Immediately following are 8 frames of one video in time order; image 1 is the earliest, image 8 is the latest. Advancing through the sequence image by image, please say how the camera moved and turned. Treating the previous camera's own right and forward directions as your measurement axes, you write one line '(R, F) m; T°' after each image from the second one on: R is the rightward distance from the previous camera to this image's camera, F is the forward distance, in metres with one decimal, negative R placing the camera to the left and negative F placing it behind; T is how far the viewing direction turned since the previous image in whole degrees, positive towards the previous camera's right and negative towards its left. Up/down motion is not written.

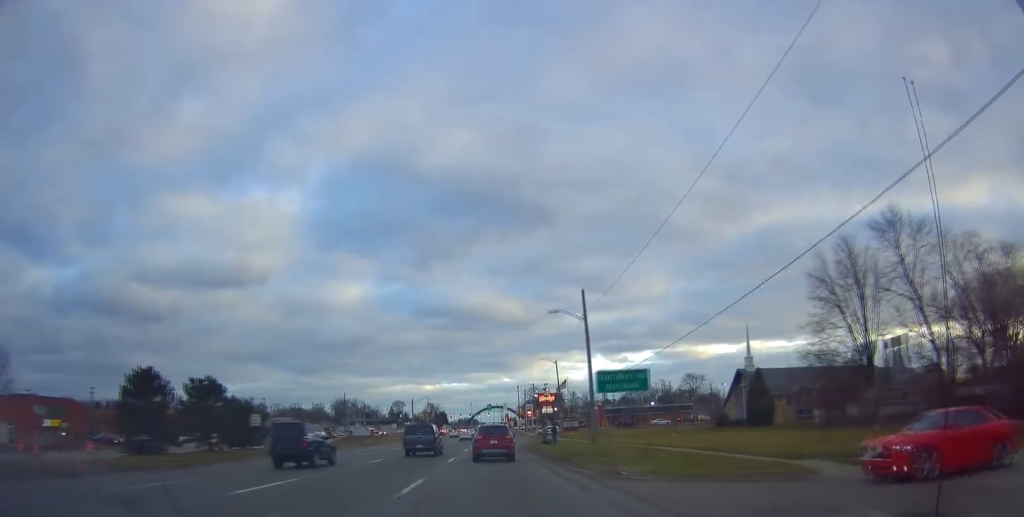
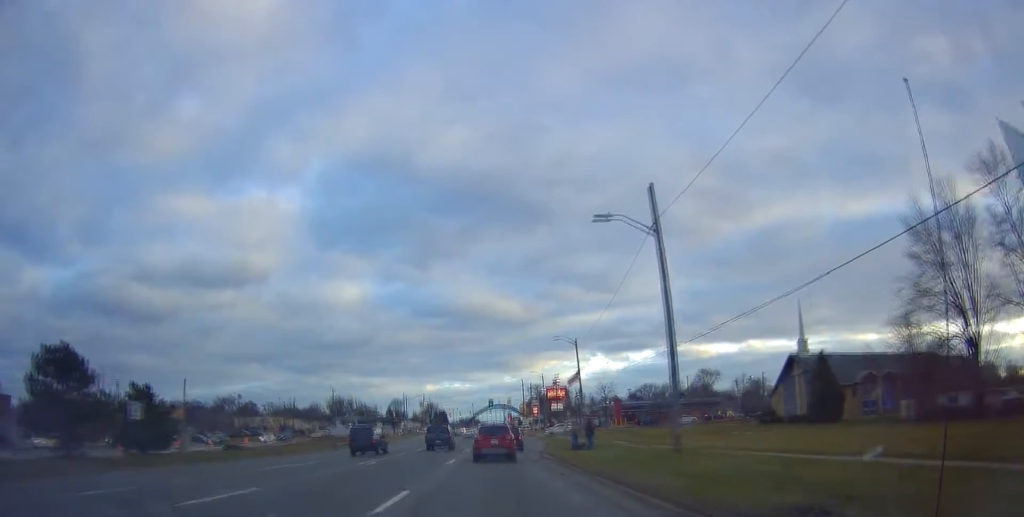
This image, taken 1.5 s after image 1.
(+1.1, +17.7) m; +4°
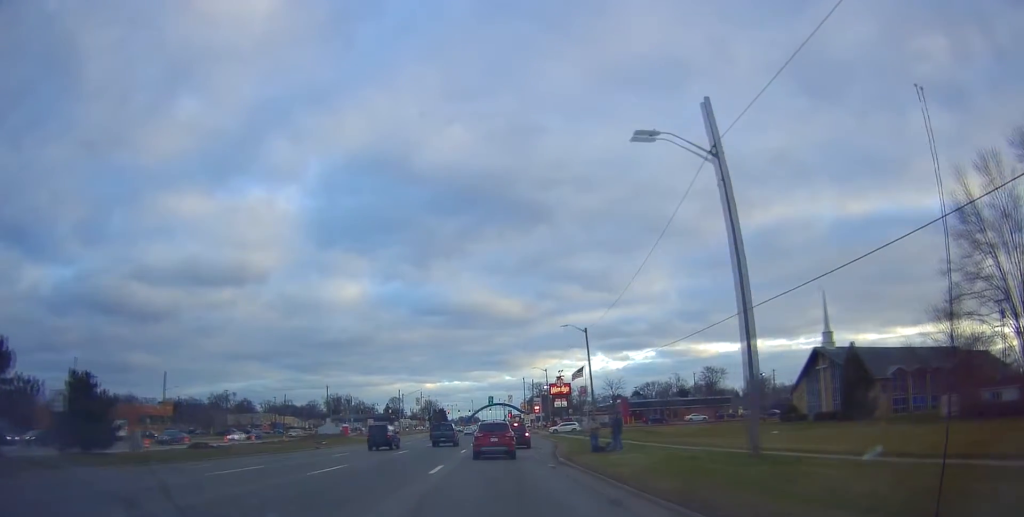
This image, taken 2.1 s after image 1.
(0.0, +6.7) m; 0°
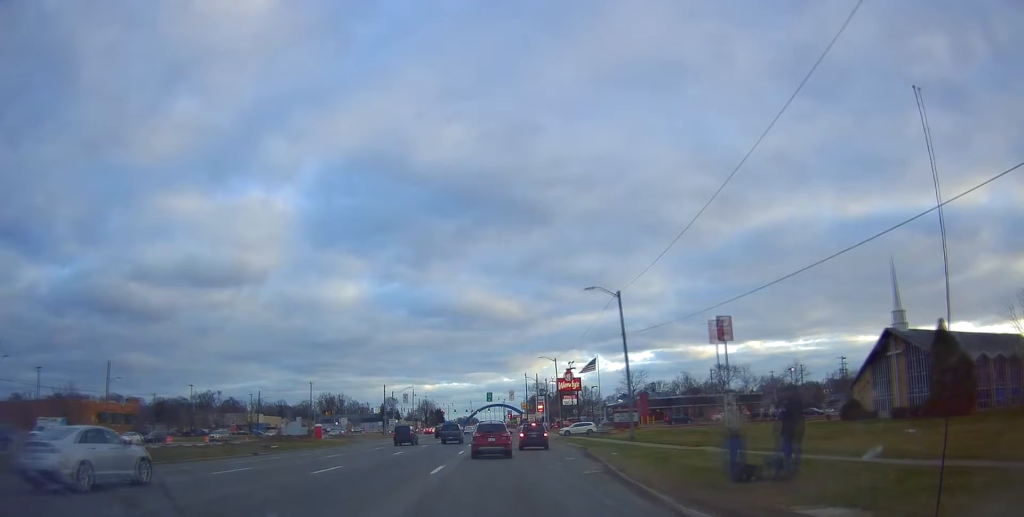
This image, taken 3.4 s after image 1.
(0.0, +15.8) m; -1°
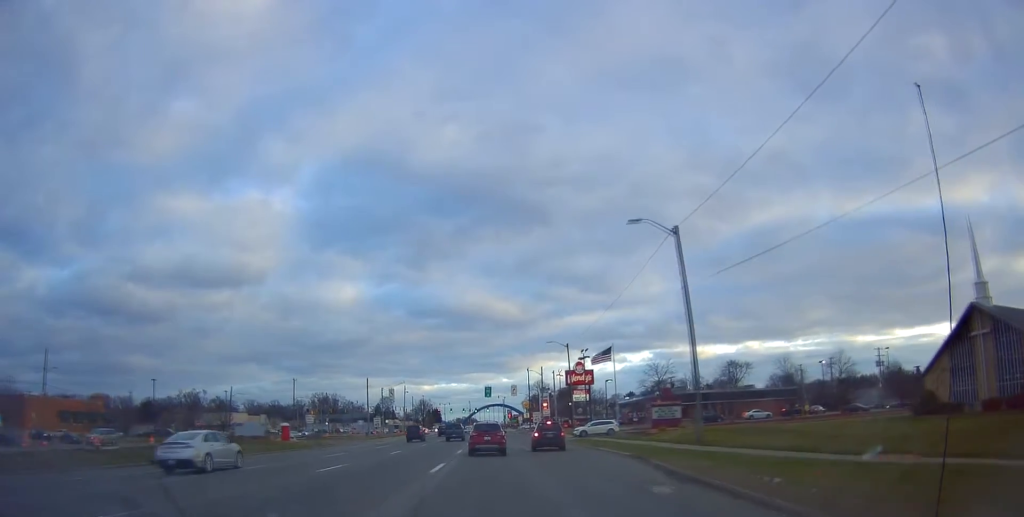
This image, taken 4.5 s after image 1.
(-0.2, +14.0) m; -1°
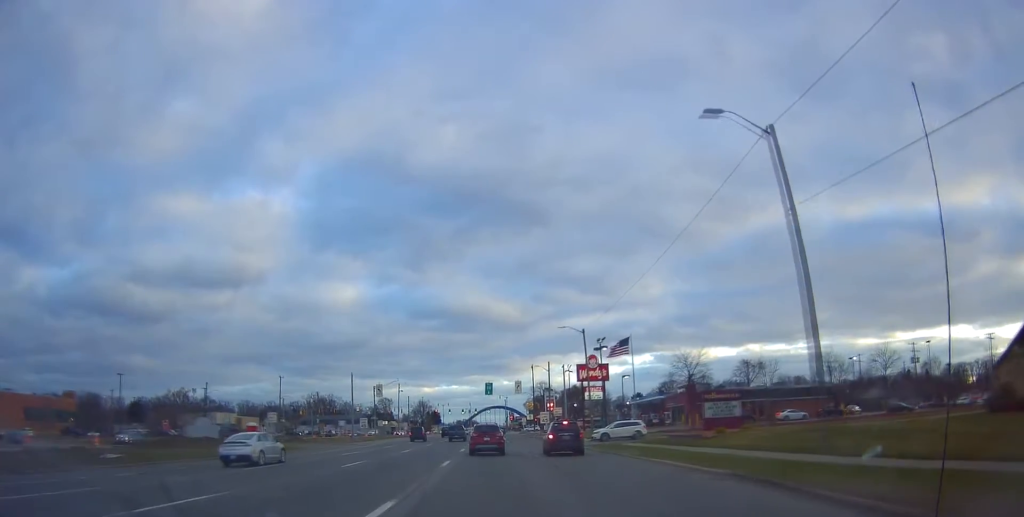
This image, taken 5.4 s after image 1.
(-0.1, +11.0) m; +1°
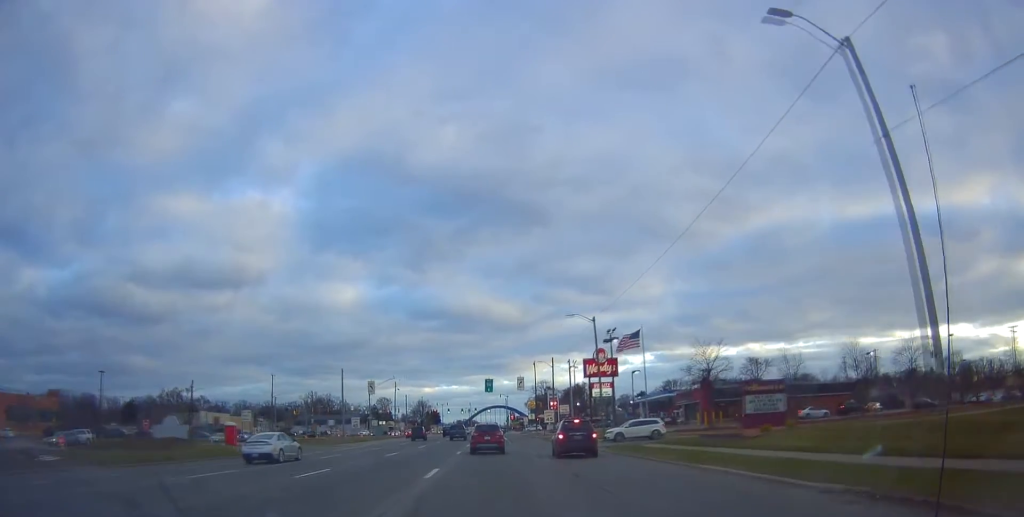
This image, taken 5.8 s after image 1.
(+0.1, +5.6) m; +1°
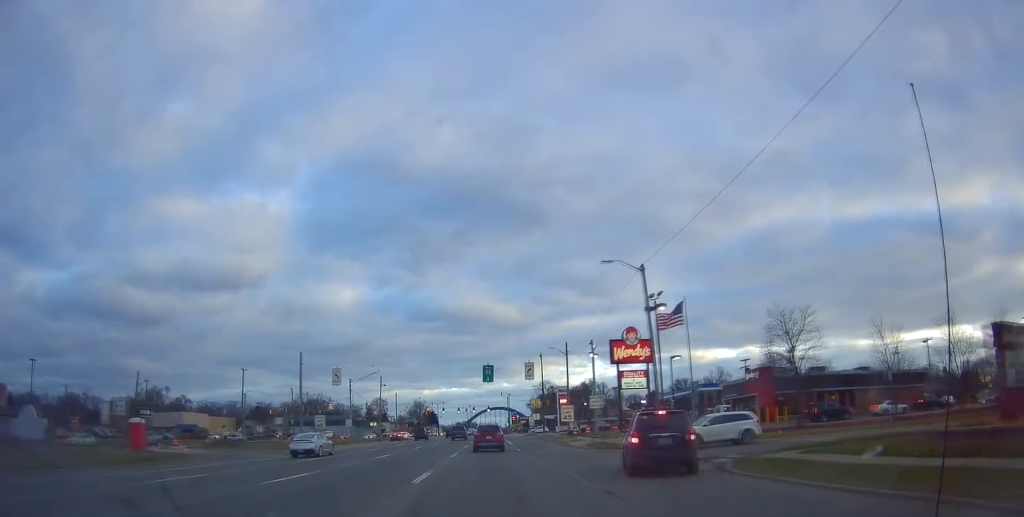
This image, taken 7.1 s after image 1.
(+0.1, +16.9) m; 0°
